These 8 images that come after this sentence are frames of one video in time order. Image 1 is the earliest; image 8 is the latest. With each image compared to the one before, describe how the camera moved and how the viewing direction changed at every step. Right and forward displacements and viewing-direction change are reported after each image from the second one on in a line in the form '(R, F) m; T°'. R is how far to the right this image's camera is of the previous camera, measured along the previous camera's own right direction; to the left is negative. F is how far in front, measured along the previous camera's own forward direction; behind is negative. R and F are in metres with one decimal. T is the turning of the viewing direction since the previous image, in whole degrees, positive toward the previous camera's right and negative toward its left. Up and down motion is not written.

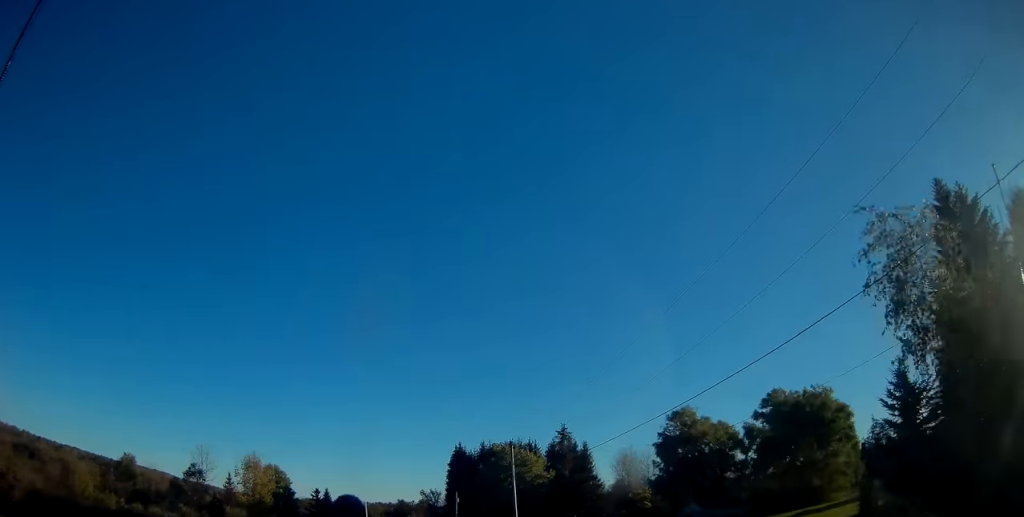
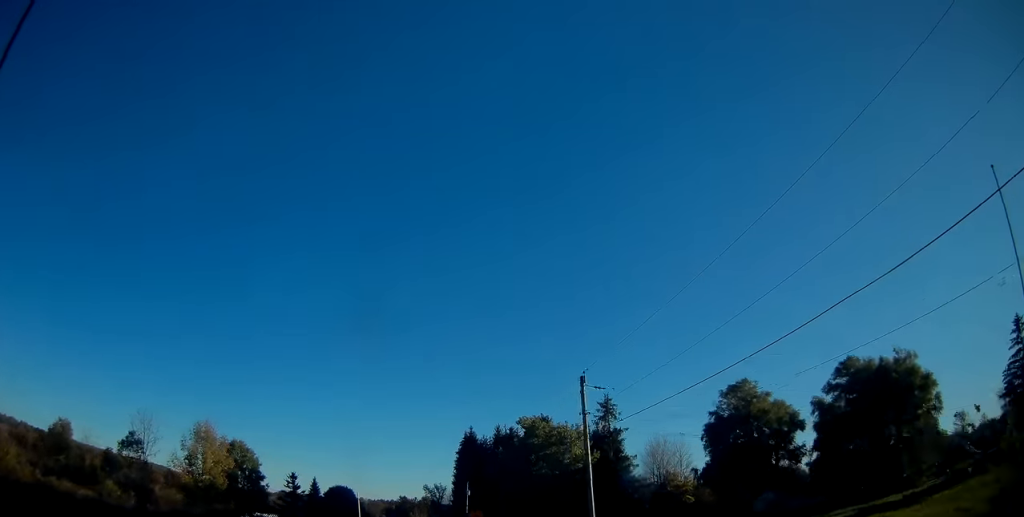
(+0.1, +17.3) m; 0°
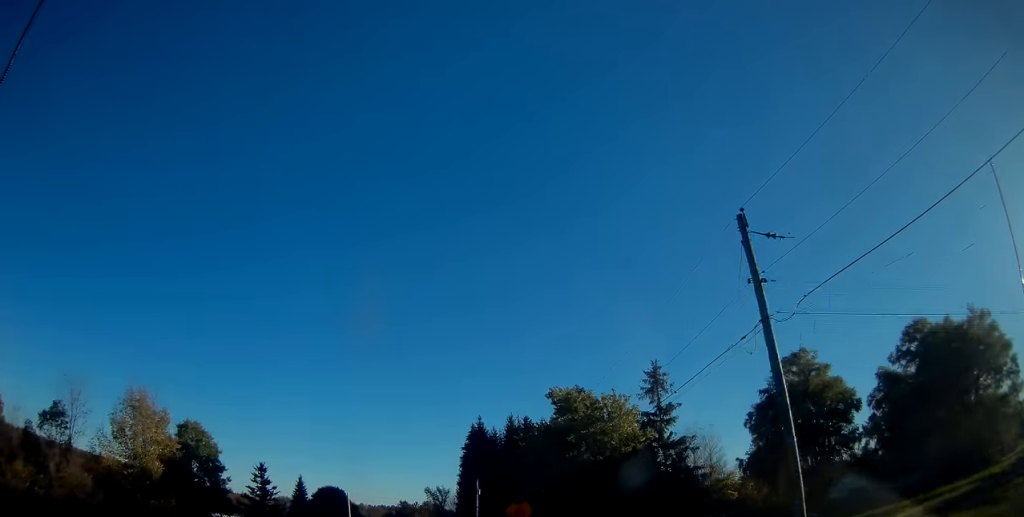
(+0.1, +13.5) m; 0°
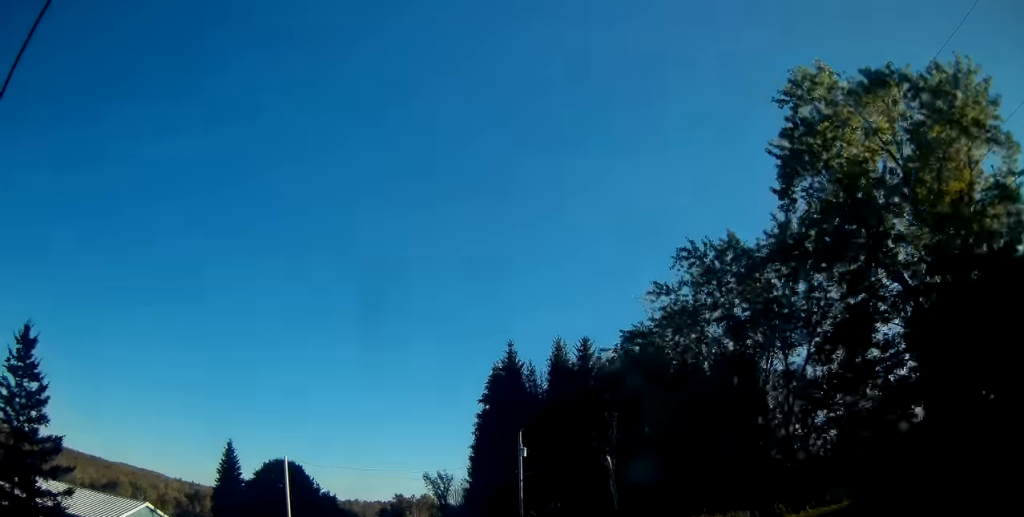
(-0.4, +33.7) m; -1°
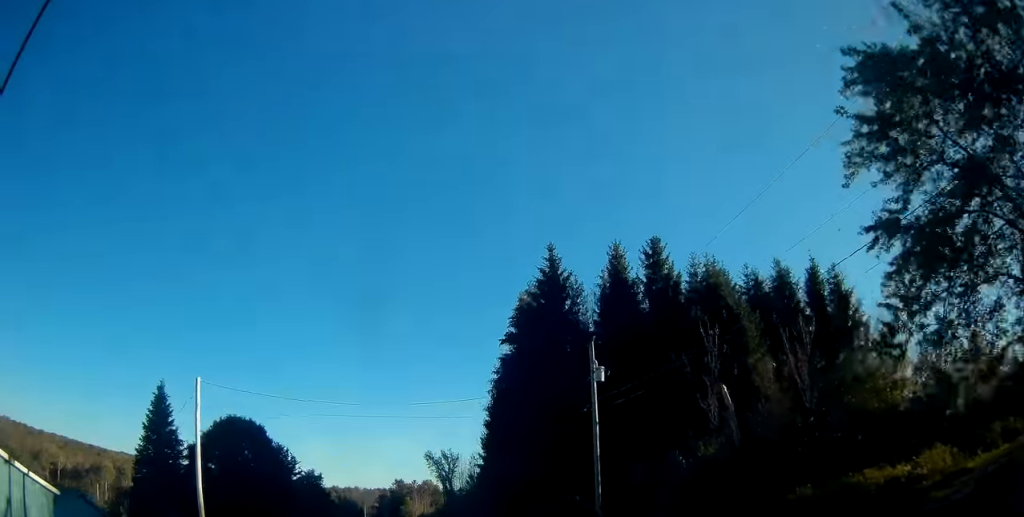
(0.0, +17.3) m; 0°
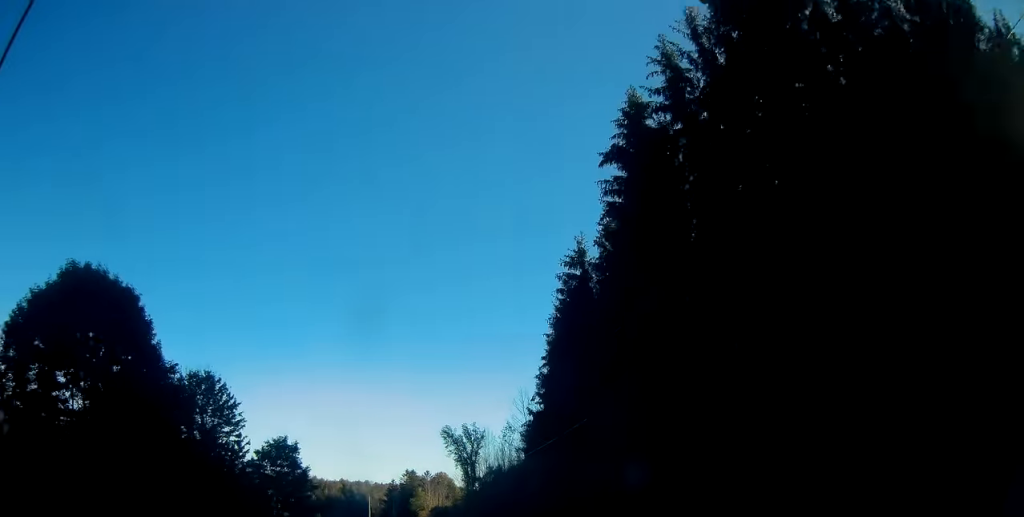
(-0.3, +26.3) m; -1°
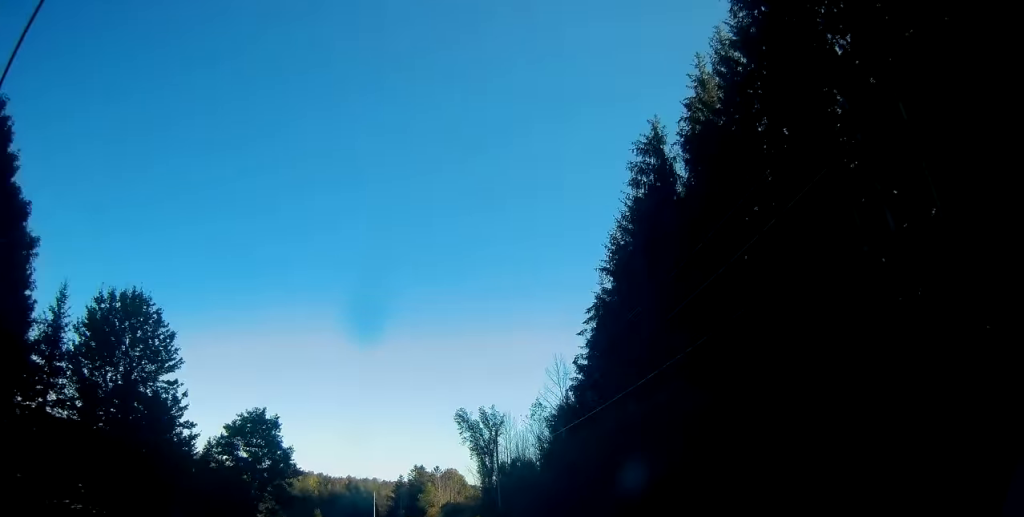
(-0.1, +12.8) m; 0°
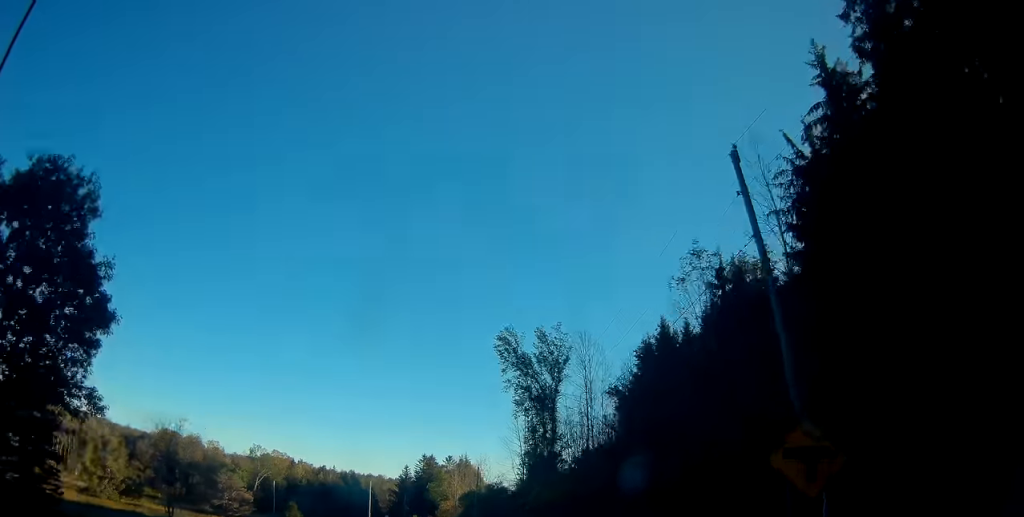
(0.0, +34.6) m; 0°
